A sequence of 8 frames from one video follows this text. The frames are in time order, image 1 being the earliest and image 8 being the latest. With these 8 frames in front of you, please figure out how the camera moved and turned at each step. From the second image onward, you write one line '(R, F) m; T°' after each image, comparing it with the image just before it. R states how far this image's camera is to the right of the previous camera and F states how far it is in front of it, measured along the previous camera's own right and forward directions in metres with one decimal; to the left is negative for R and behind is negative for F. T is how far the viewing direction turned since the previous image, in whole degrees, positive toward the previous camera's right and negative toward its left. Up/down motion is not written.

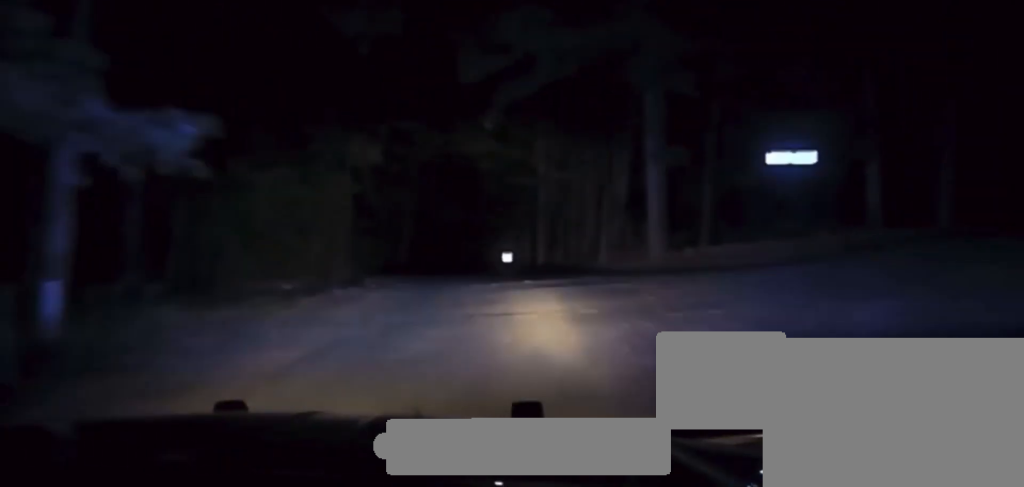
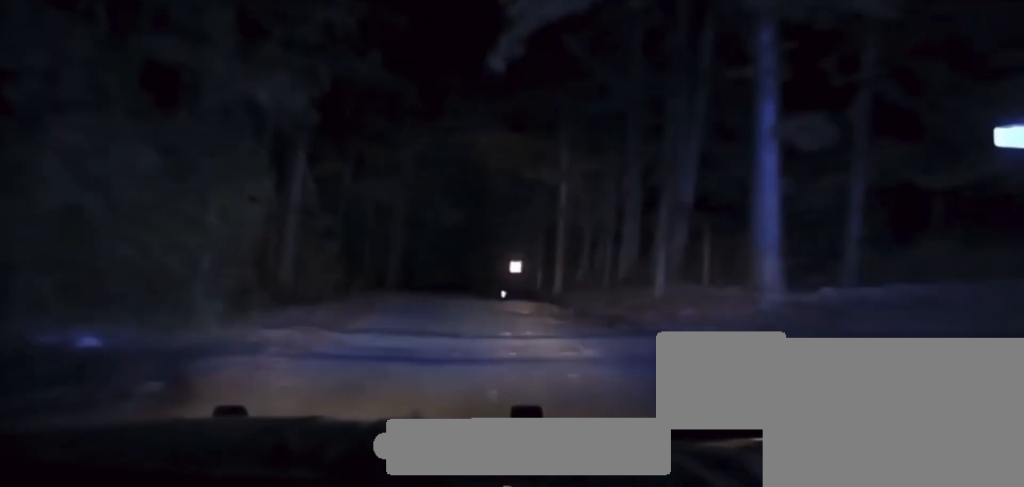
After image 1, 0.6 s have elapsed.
(0.0, +8.5) m; 0°
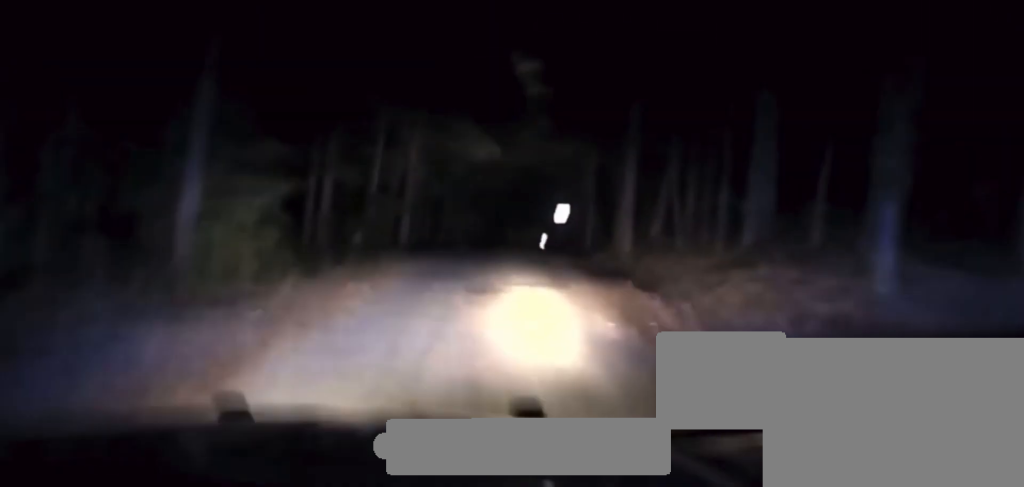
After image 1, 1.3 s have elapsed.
(+0.1, +9.2) m; -1°
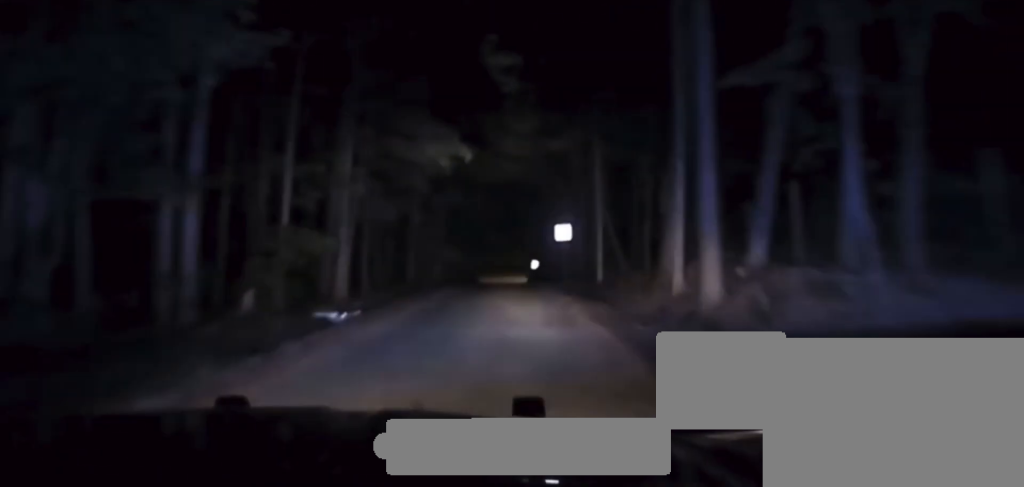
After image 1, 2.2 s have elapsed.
(-0.2, +12.1) m; -1°
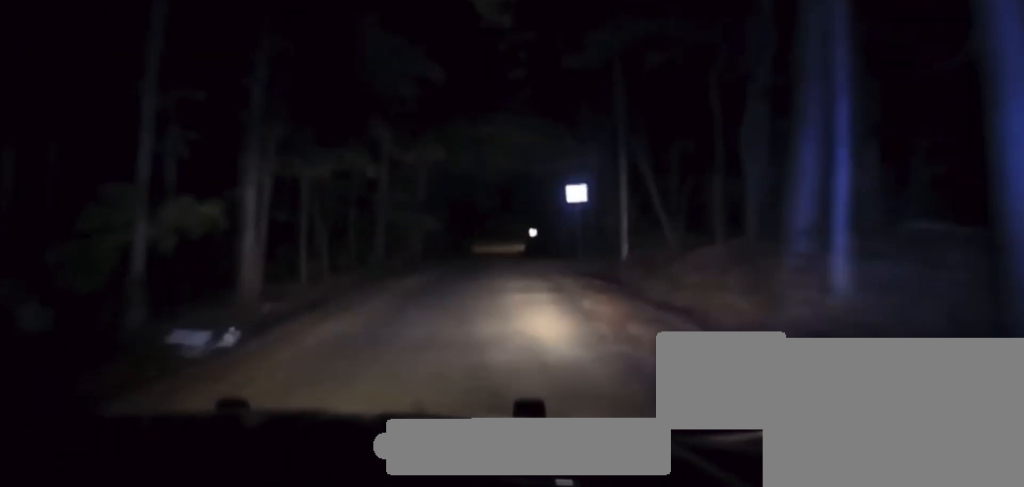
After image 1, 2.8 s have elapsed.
(-0.1, +9.5) m; 0°
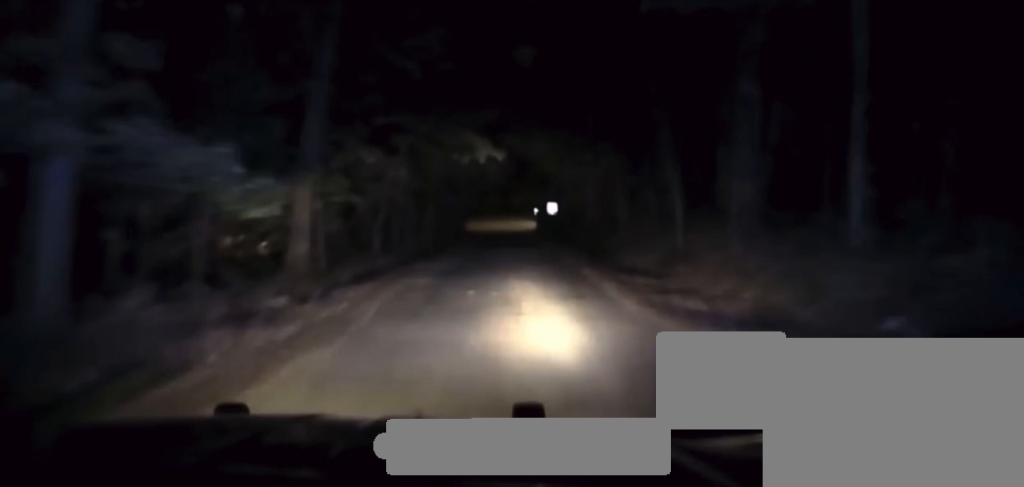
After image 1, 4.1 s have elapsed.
(+0.4, +26.7) m; +1°
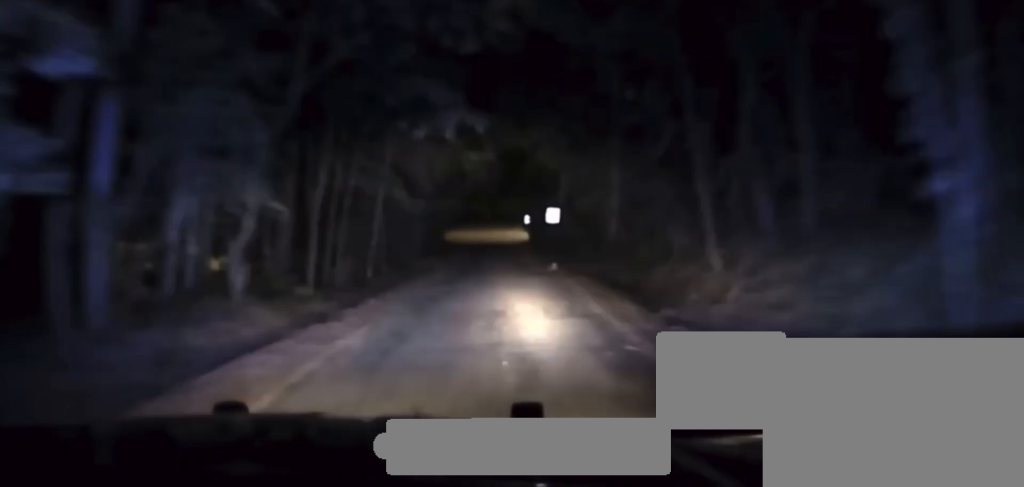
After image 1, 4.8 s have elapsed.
(+0.1, +16.7) m; 0°
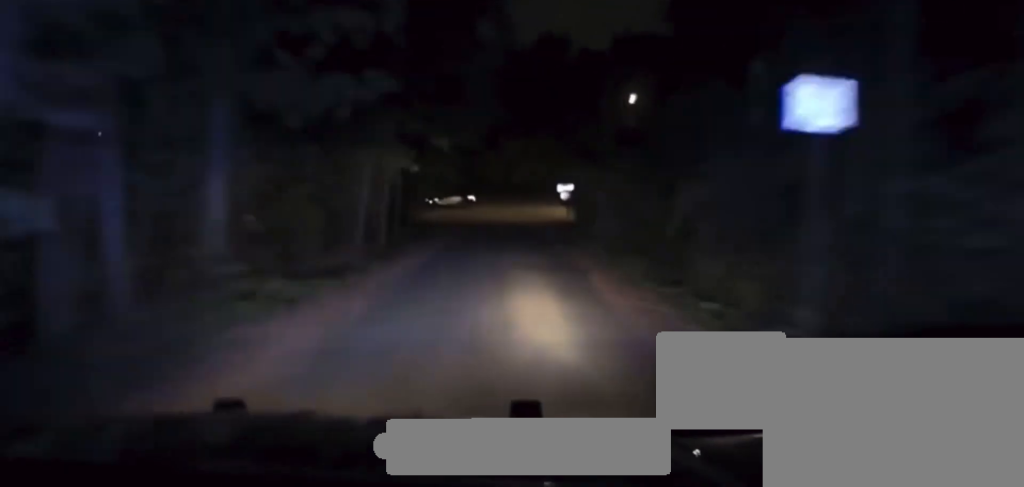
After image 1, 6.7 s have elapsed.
(-0.3, +48.9) m; 0°
